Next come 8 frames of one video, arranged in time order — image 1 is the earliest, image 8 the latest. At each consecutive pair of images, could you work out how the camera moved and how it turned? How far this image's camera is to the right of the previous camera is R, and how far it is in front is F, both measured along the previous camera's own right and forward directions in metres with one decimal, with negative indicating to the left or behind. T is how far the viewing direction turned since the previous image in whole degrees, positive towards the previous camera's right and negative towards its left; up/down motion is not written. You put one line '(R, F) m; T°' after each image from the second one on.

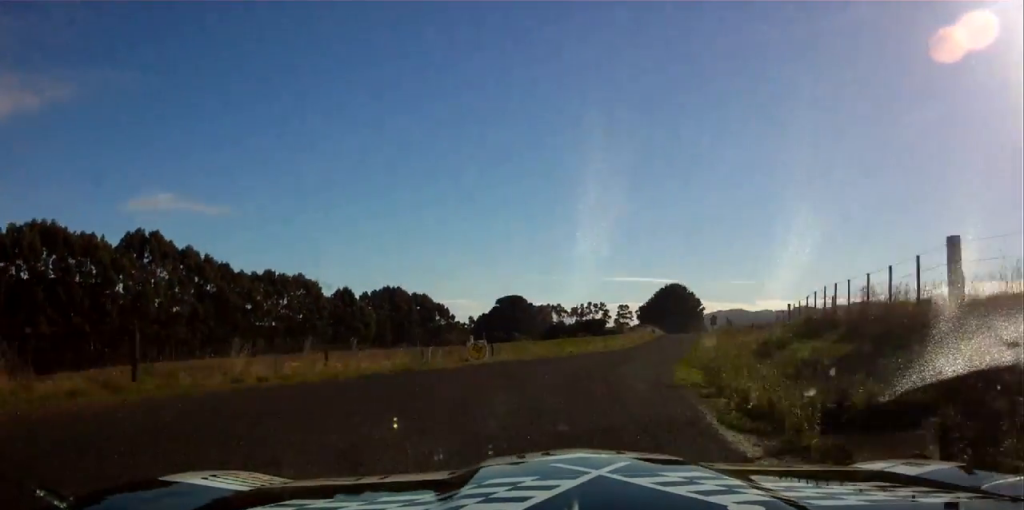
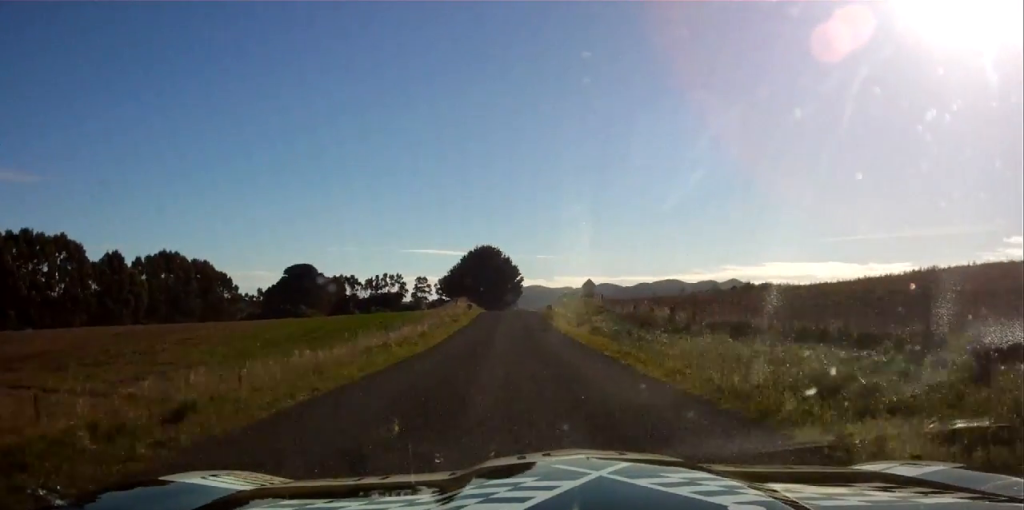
(+0.5, +38.9) m; +3°
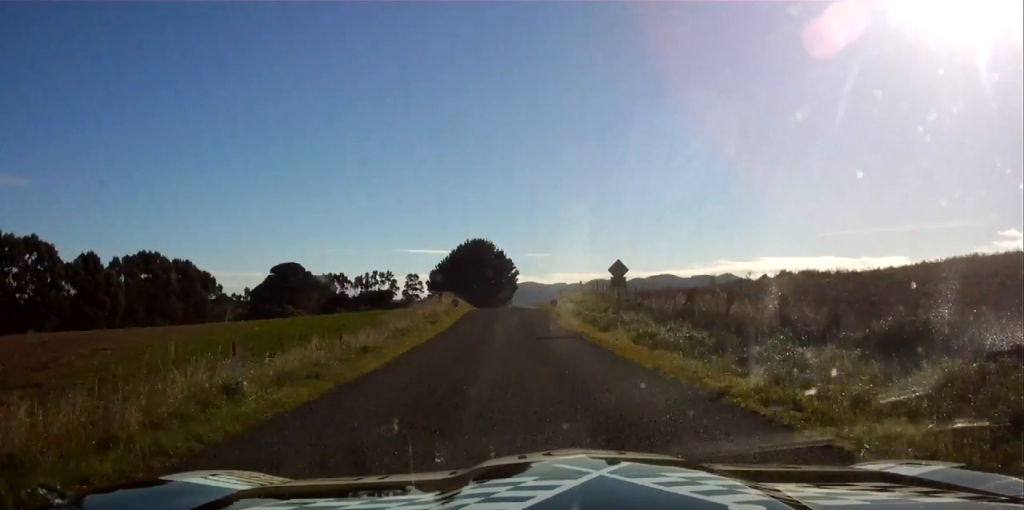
(-0.2, +13.7) m; +2°
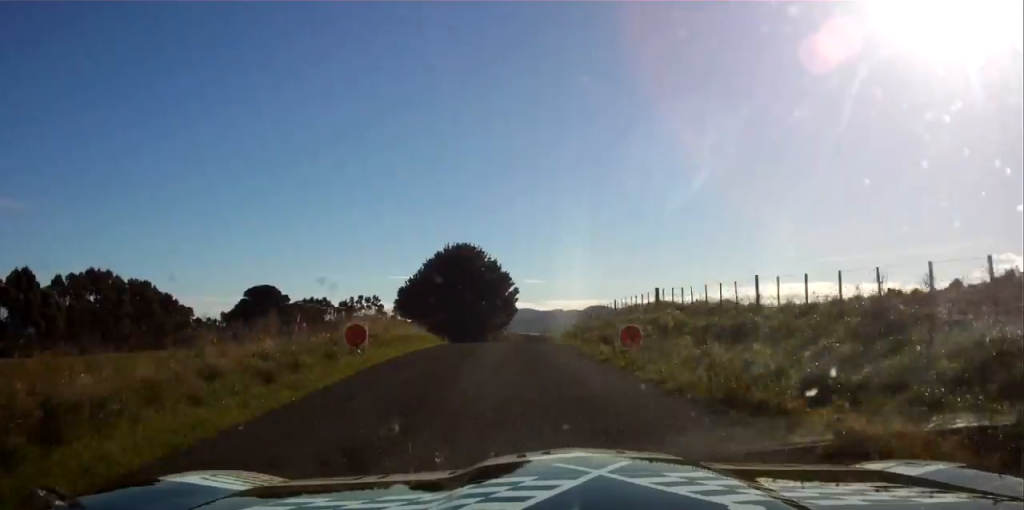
(+2.2, +36.9) m; +5°
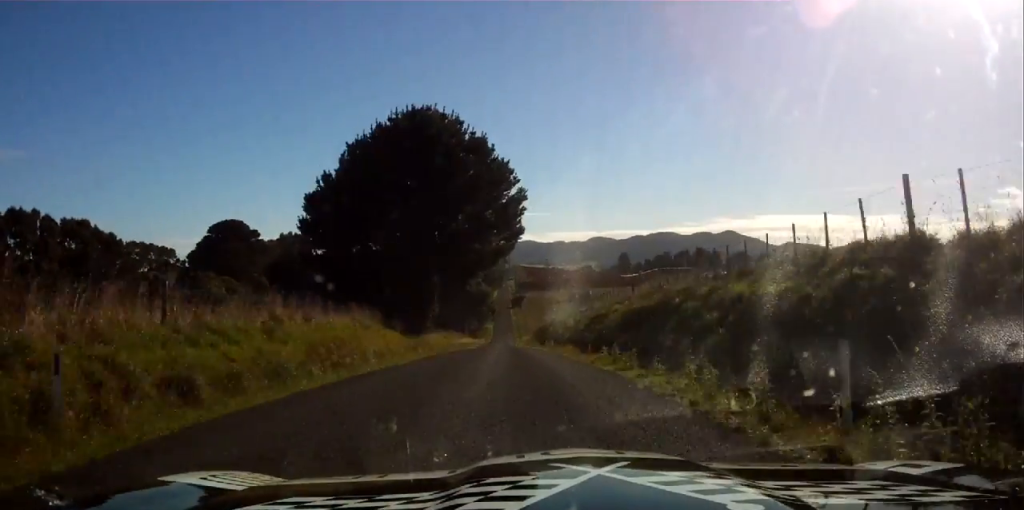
(+0.6, +45.5) m; -1°
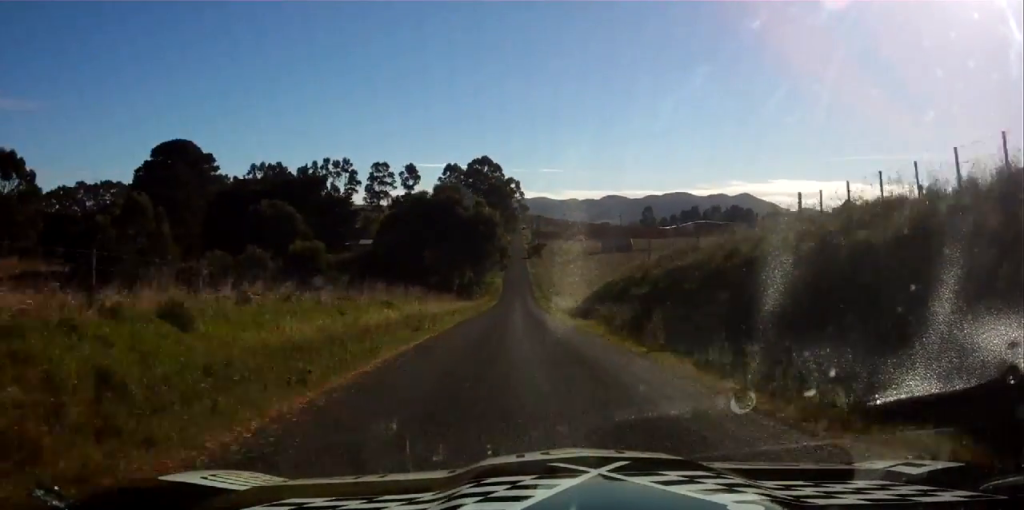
(-1.8, +66.6) m; 0°
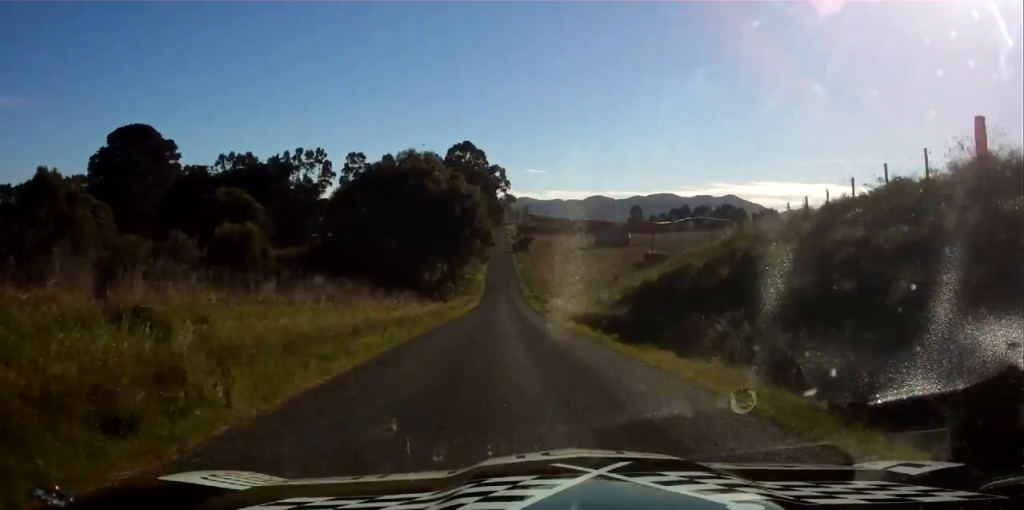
(+0.5, +21.1) m; +1°
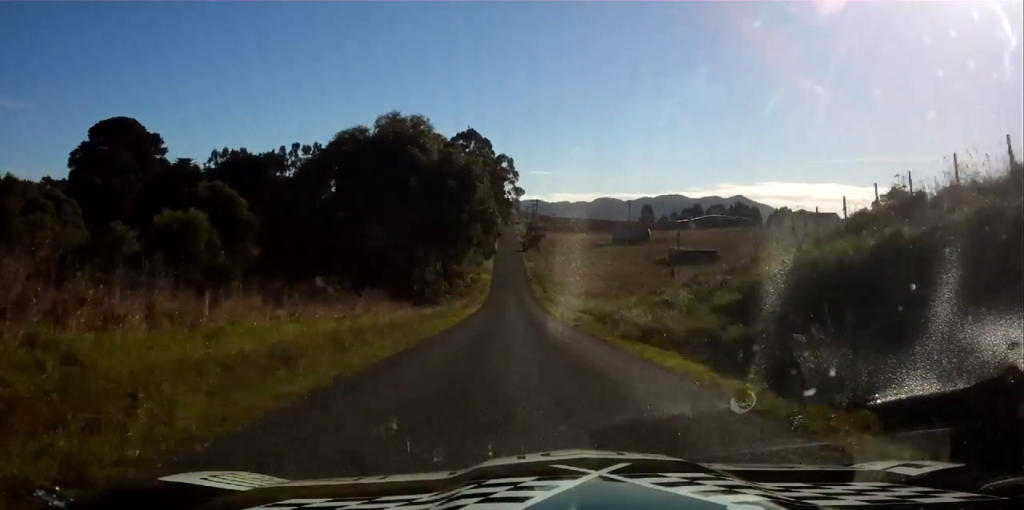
(+0.1, +16.1) m; +1°
